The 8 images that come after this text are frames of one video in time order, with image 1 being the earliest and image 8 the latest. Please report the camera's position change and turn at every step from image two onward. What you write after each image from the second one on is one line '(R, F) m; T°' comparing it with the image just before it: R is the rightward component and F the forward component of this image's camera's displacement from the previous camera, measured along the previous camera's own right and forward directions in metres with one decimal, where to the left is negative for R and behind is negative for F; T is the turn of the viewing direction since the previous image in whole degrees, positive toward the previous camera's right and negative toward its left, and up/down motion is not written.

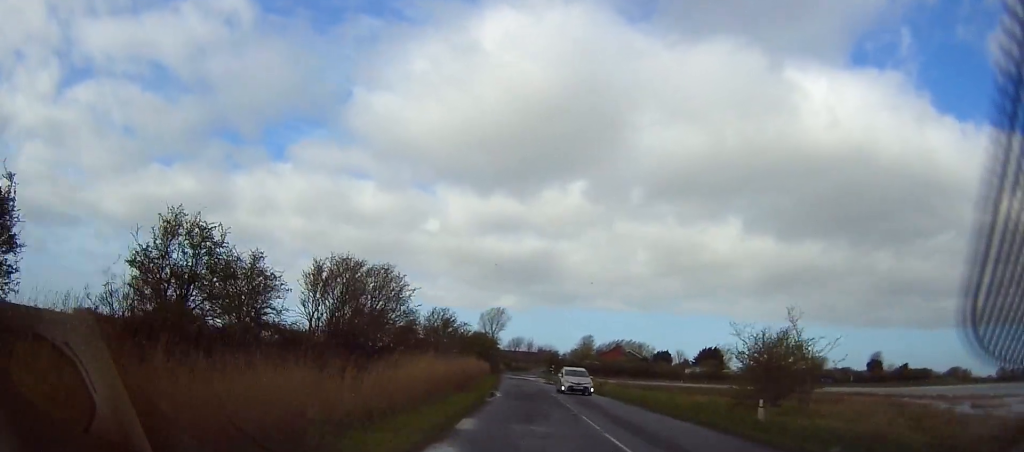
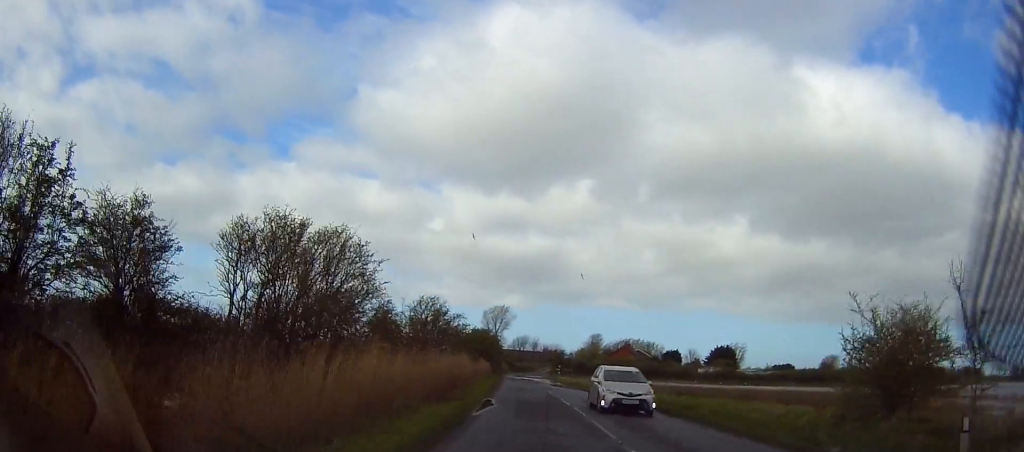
(0.0, +8.4) m; -2°
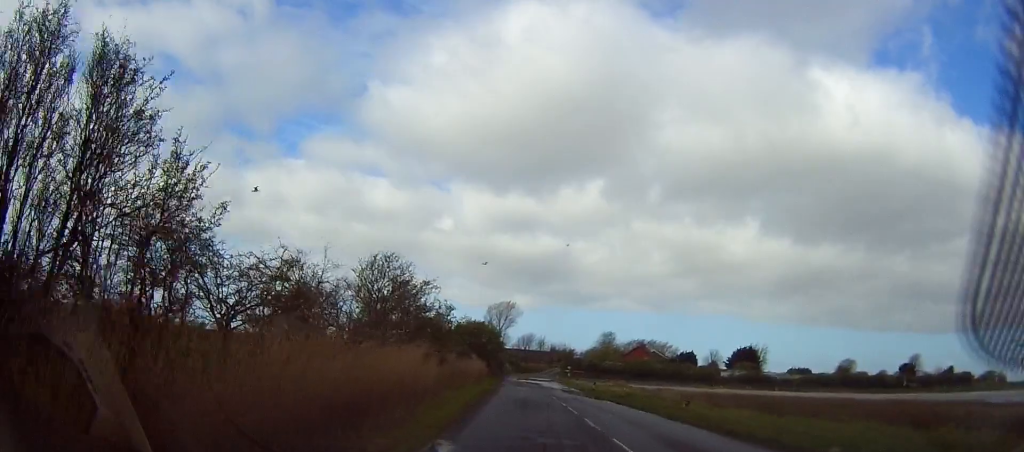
(-0.6, +15.8) m; 0°
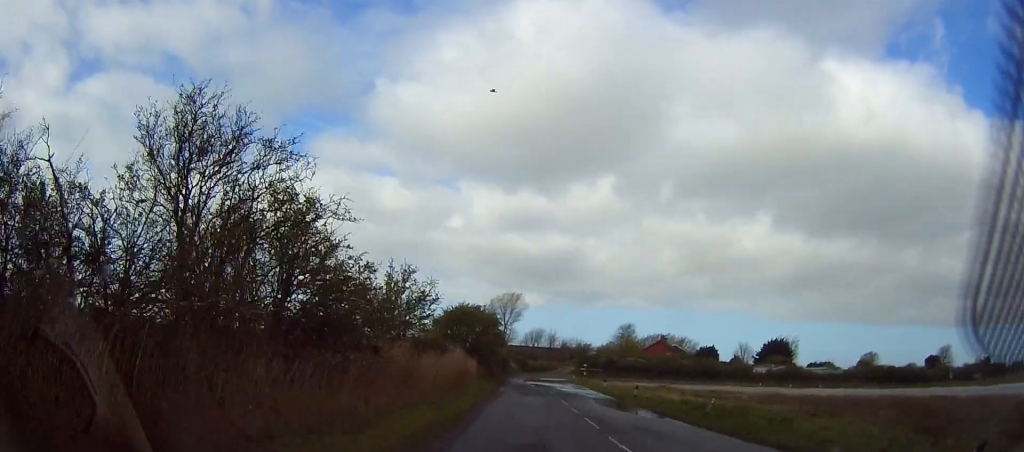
(+0.8, +17.3) m; +1°
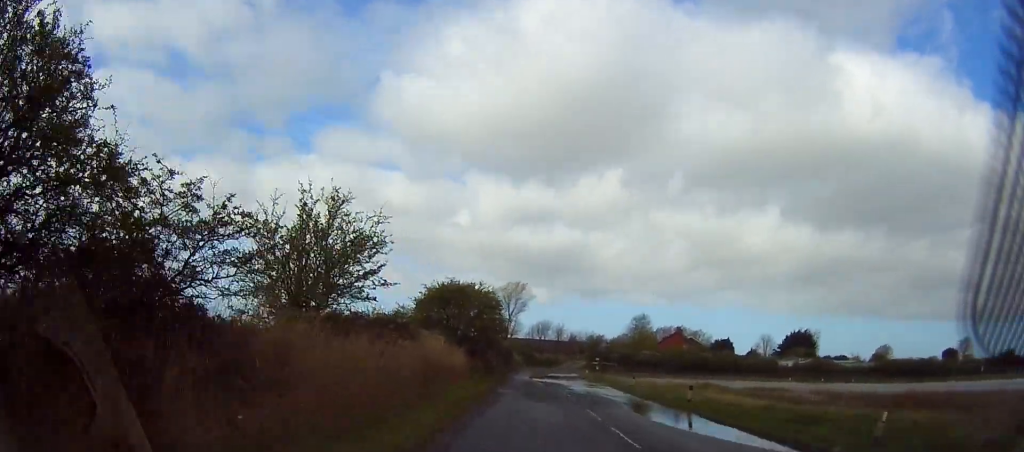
(-0.3, +10.8) m; -1°
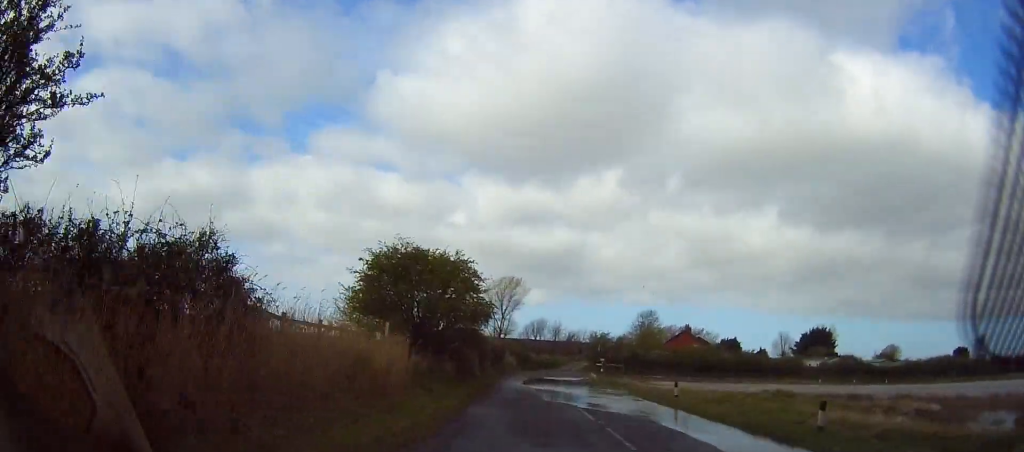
(0.0, +12.0) m; 0°
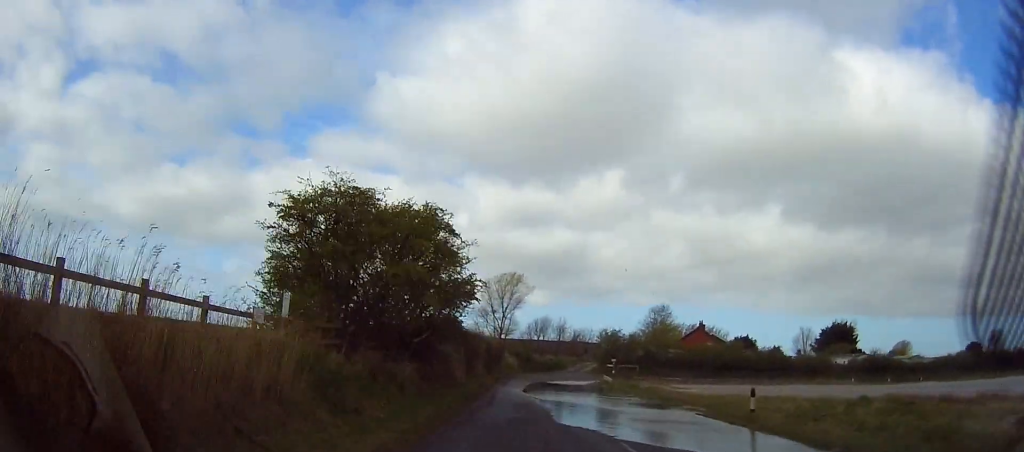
(0.0, +9.0) m; 0°
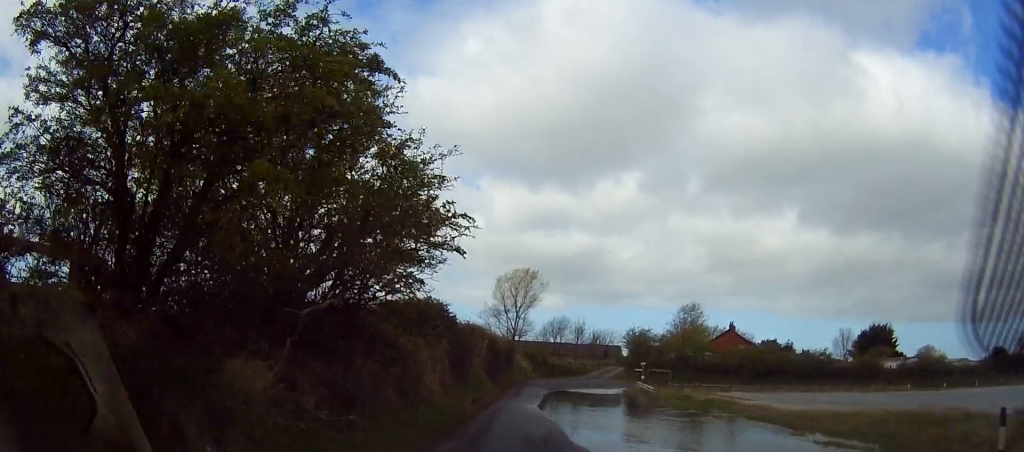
(-0.2, +10.1) m; -1°
